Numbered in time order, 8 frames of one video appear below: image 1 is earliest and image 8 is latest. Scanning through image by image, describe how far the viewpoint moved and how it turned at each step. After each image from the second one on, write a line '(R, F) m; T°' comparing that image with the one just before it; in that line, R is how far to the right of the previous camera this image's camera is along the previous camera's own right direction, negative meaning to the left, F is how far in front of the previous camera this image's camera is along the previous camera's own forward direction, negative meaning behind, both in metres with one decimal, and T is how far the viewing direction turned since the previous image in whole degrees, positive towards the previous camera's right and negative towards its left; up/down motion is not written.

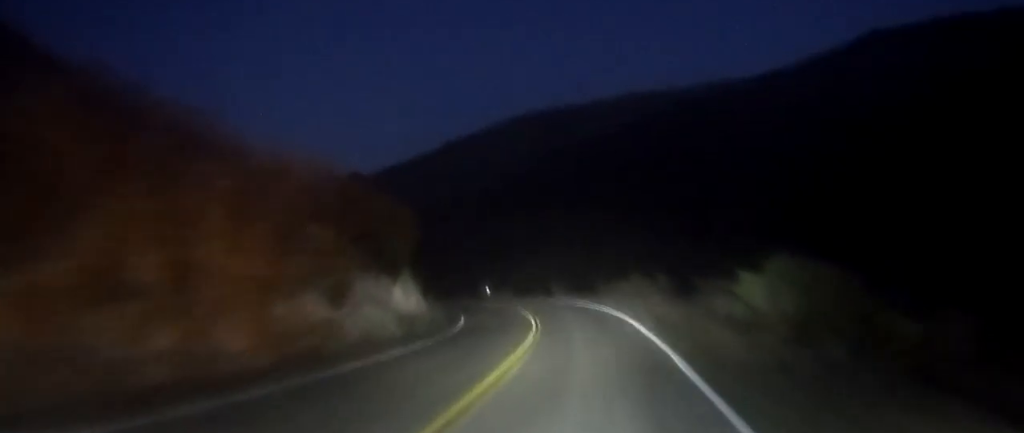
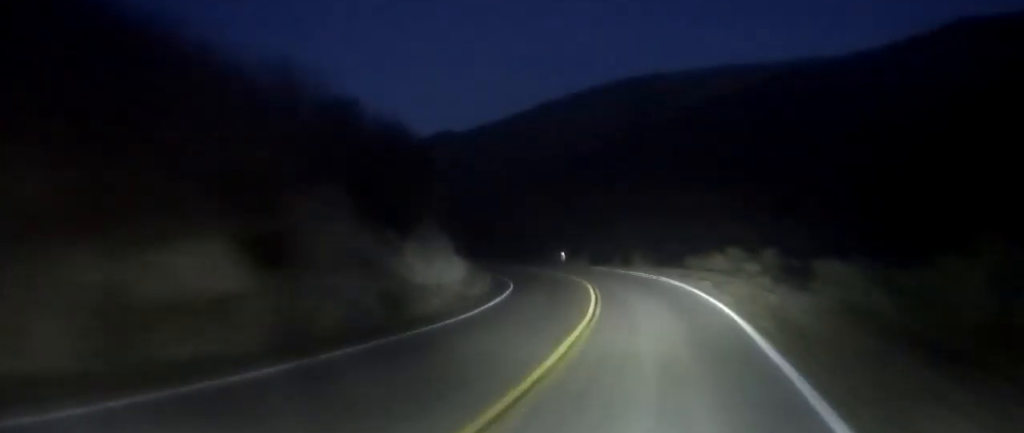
(-0.3, +8.2) m; -6°
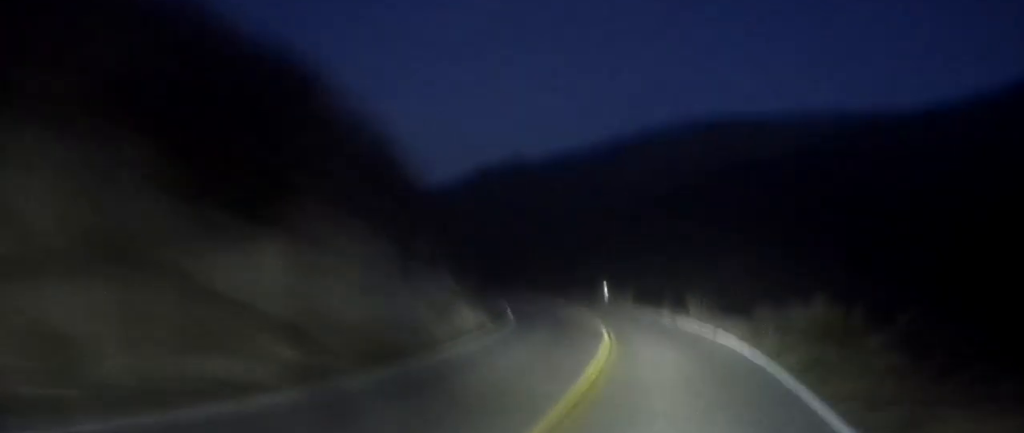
(-0.4, +9.3) m; -7°
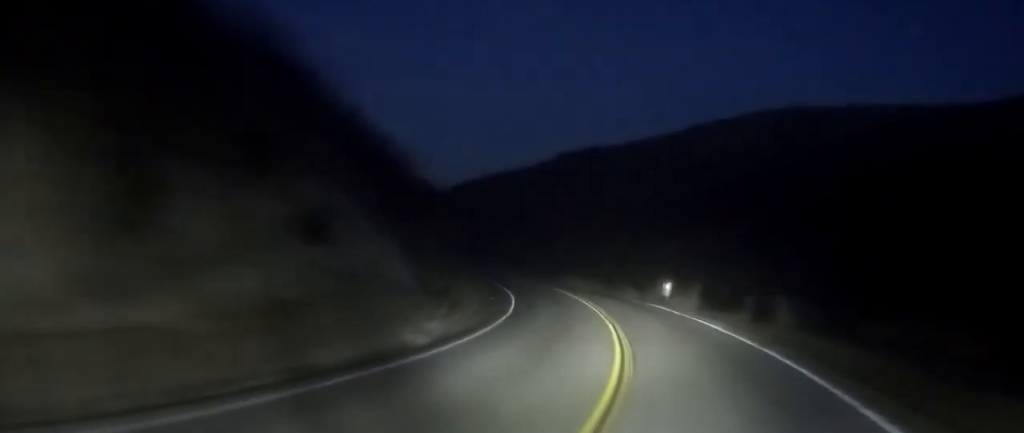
(-1.0, +11.0) m; -7°
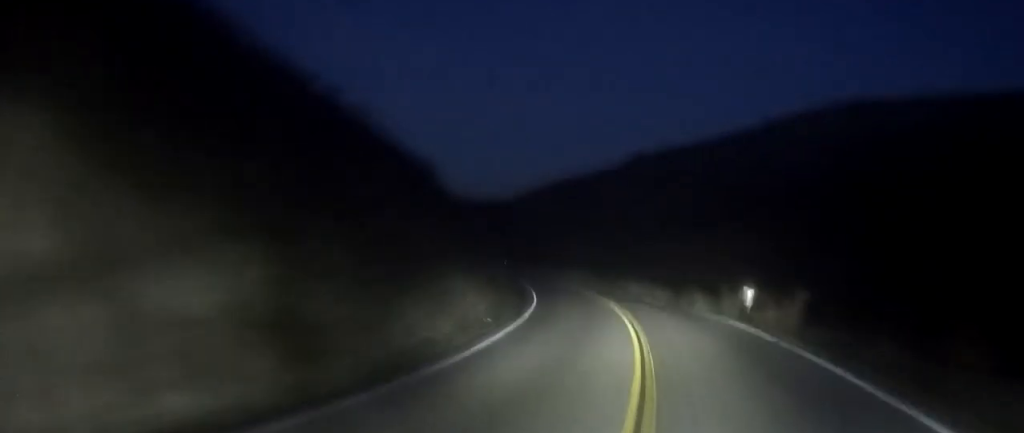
(-0.3, +10.0) m; -4°
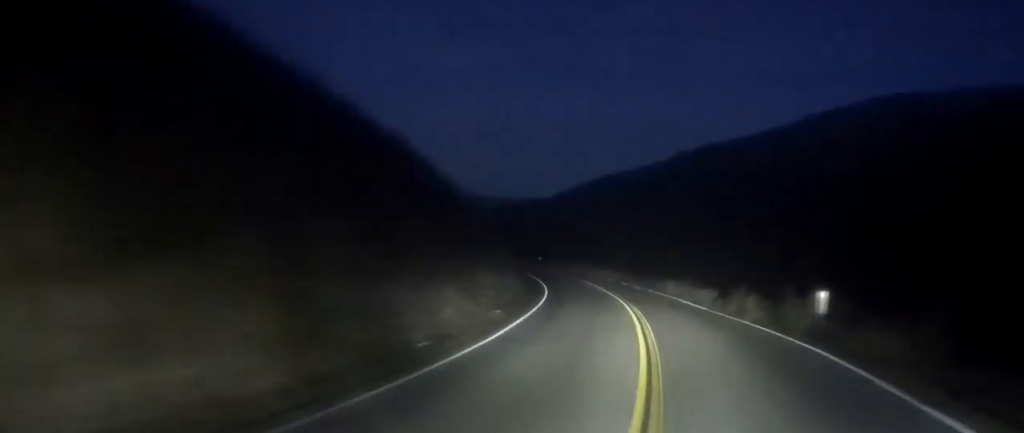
(-0.3, +7.6) m; -2°
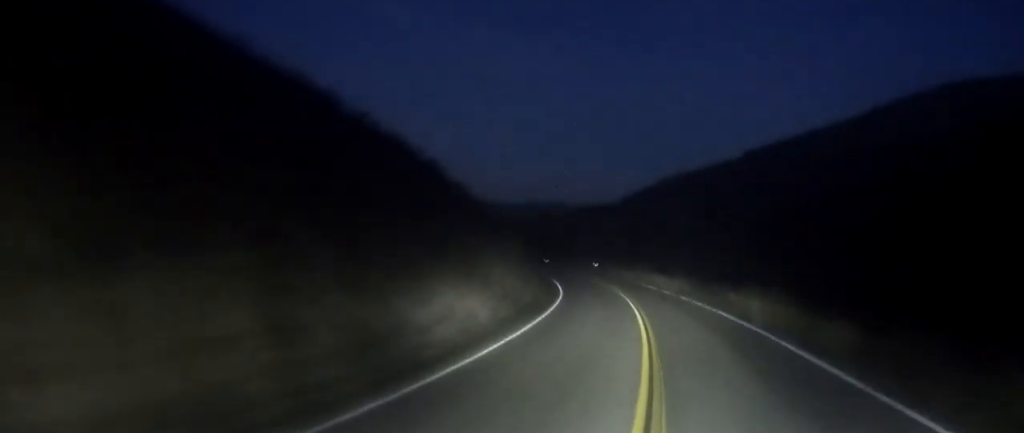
(-0.6, +16.6) m; -3°
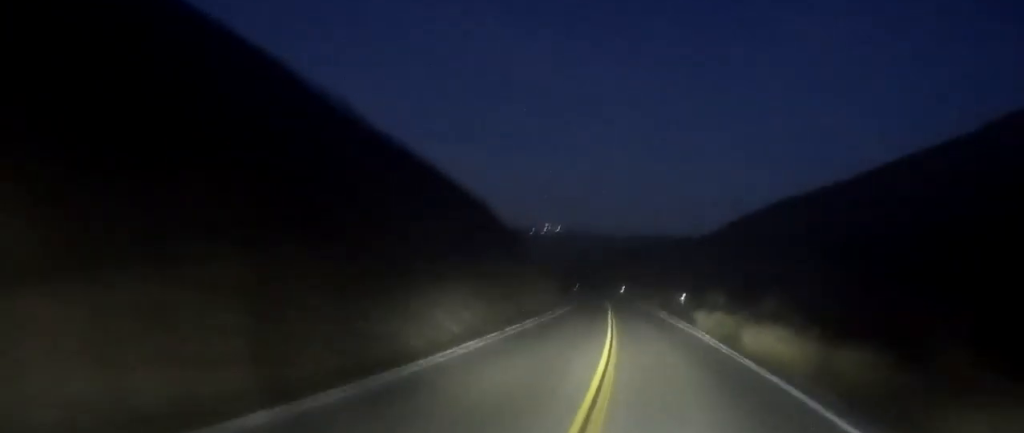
(-3.9, +48.5) m; -10°
